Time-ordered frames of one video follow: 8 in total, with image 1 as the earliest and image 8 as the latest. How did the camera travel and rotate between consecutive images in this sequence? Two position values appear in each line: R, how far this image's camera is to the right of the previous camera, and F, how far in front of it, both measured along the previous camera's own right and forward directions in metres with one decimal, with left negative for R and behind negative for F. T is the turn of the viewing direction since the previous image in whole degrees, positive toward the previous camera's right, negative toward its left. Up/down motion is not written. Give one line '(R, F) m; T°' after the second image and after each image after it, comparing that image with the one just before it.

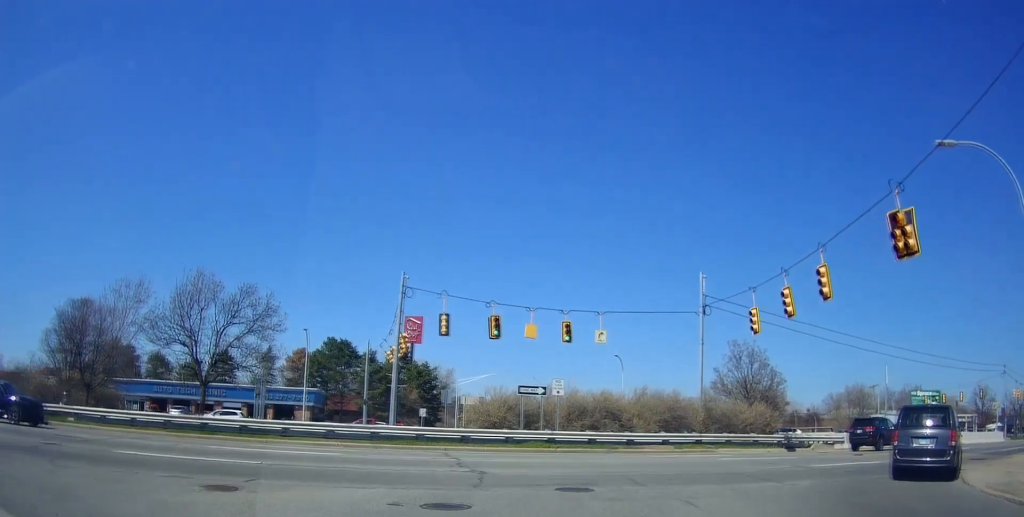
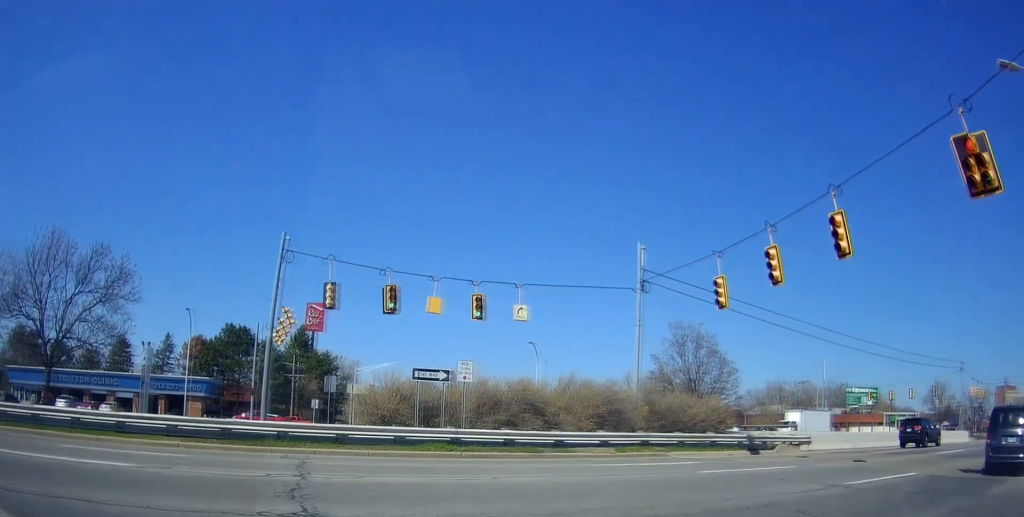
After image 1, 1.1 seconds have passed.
(-0.5, +6.5) m; +4°
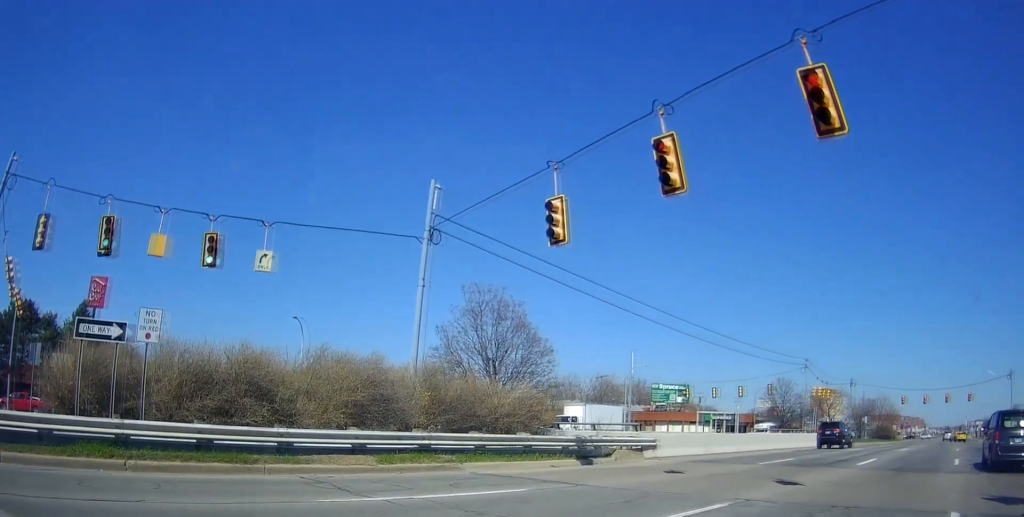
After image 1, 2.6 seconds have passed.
(+1.9, +8.6) m; +23°
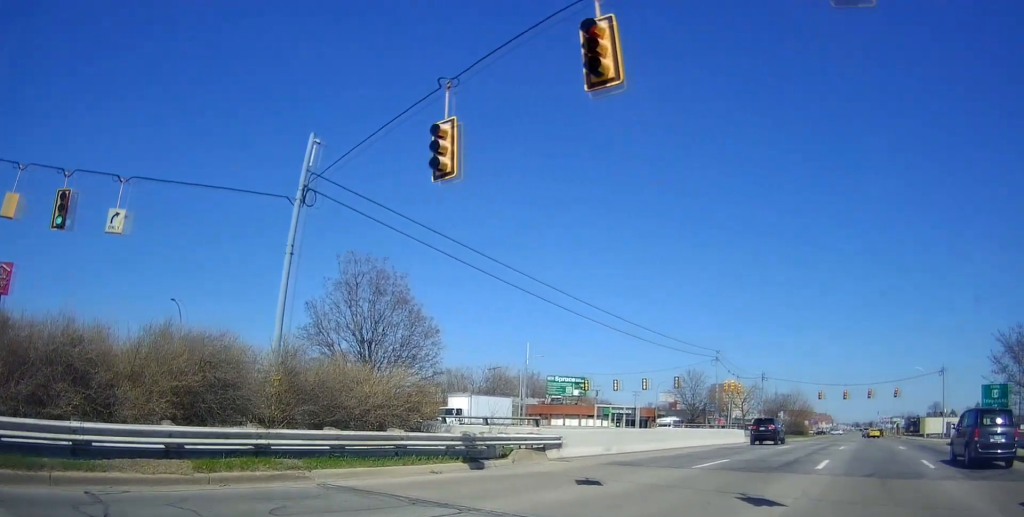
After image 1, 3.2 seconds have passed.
(+0.1, +3.8) m; +9°
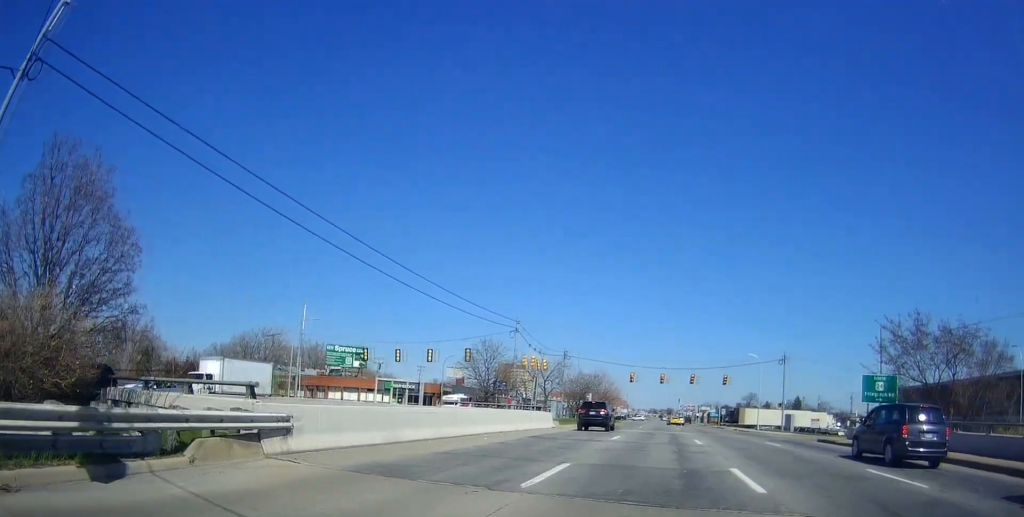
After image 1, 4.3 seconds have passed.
(+1.2, +7.3) m; +20°
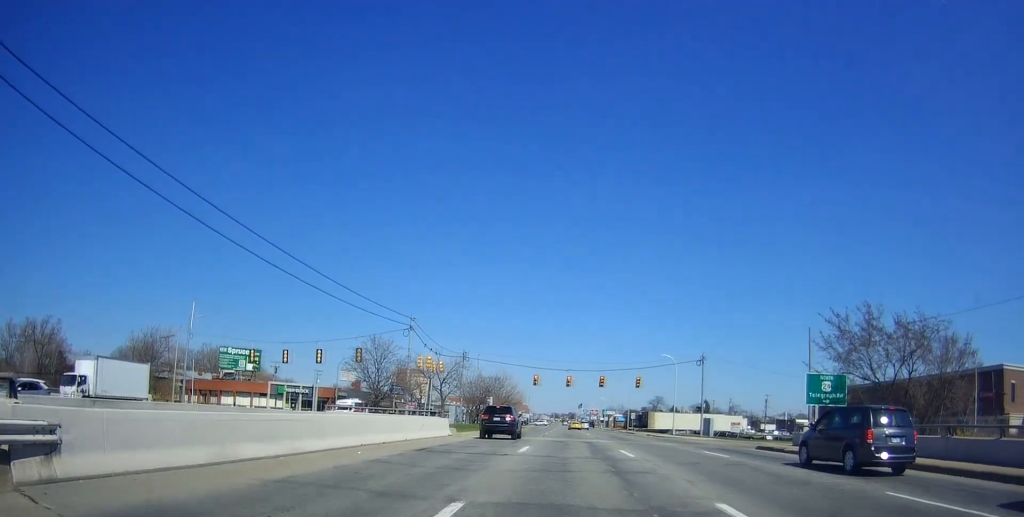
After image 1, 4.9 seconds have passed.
(+0.6, +4.3) m; +8°
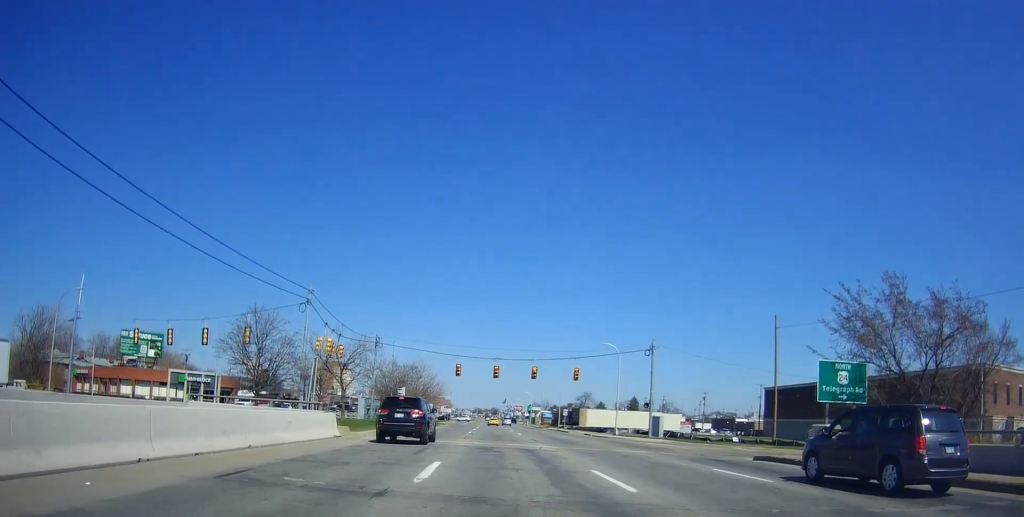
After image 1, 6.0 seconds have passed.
(+1.1, +8.8) m; +15°
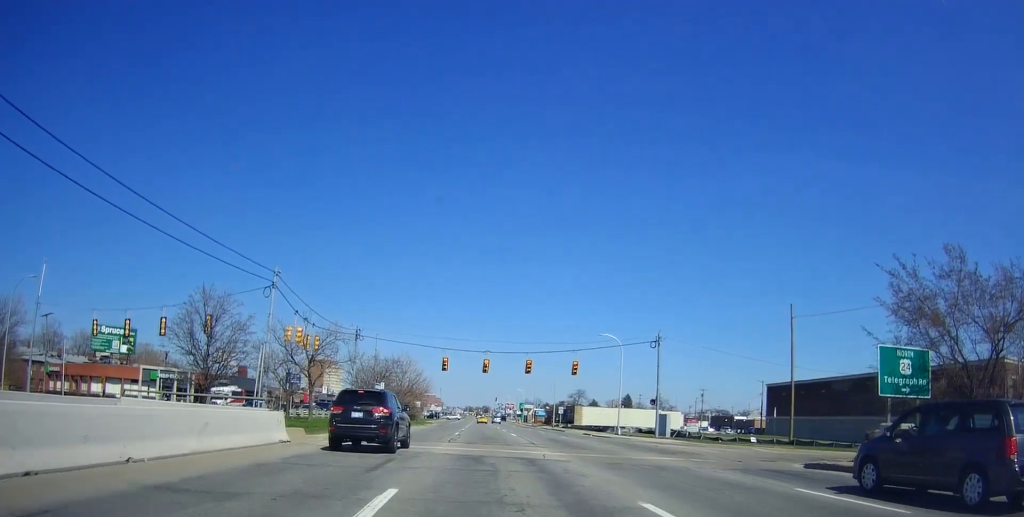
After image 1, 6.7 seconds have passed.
(+0.5, +5.6) m; +4°
